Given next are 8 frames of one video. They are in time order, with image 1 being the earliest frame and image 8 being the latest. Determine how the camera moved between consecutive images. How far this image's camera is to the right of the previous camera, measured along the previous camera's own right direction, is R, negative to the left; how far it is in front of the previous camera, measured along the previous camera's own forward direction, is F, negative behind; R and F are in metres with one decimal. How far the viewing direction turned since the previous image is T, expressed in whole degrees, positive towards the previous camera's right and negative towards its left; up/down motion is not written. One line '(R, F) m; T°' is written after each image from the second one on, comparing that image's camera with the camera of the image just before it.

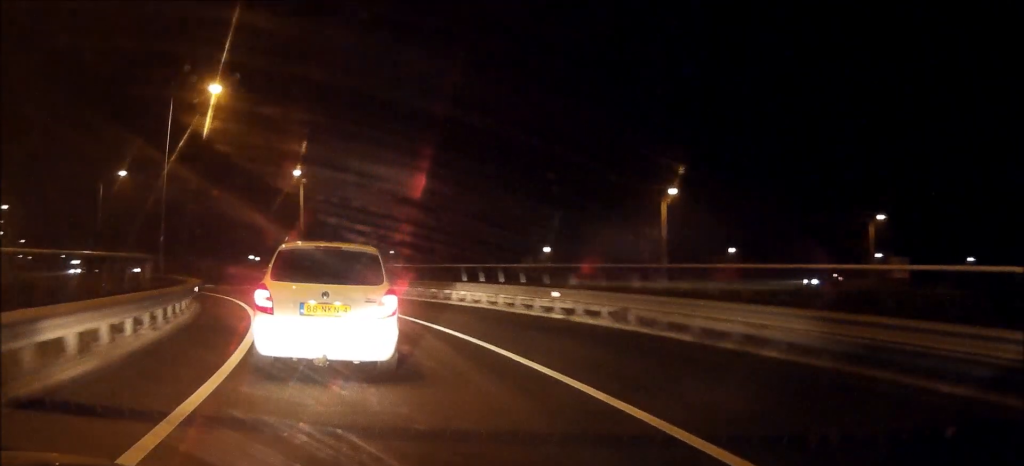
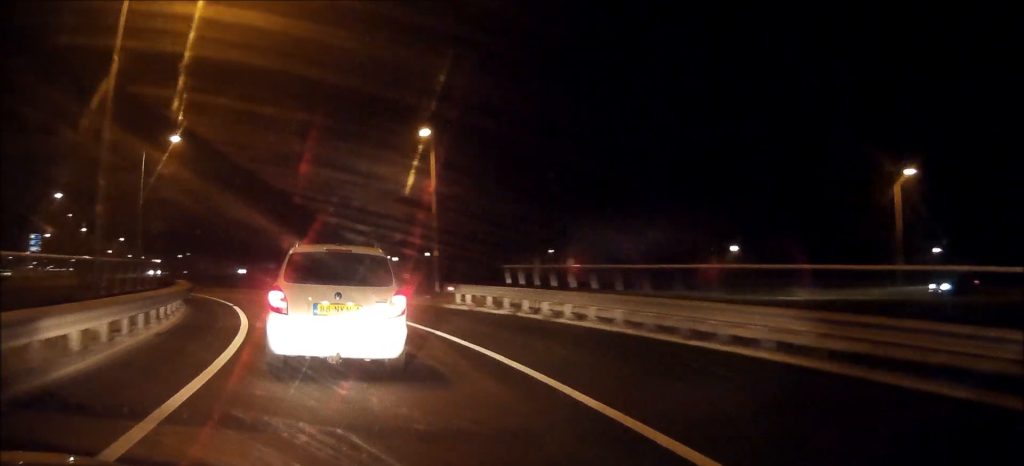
(-1.6, +16.7) m; -11°
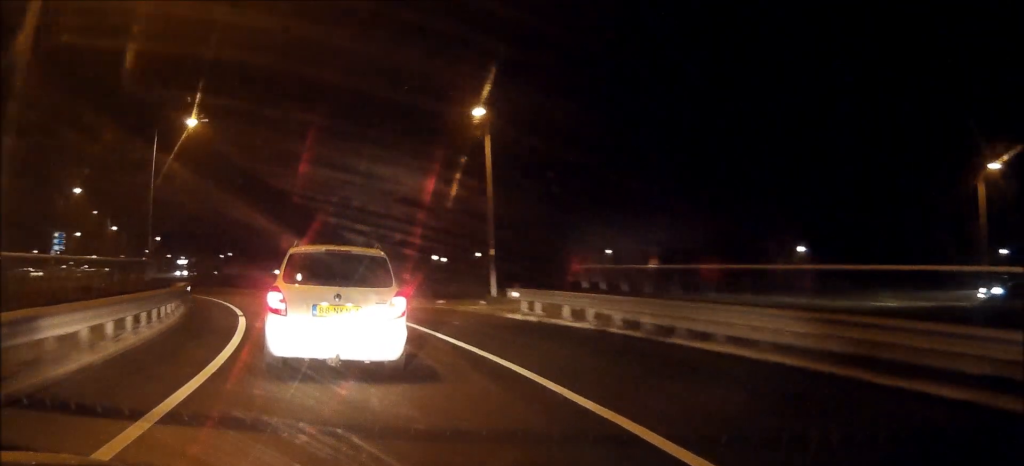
(0.0, +5.1) m; -4°
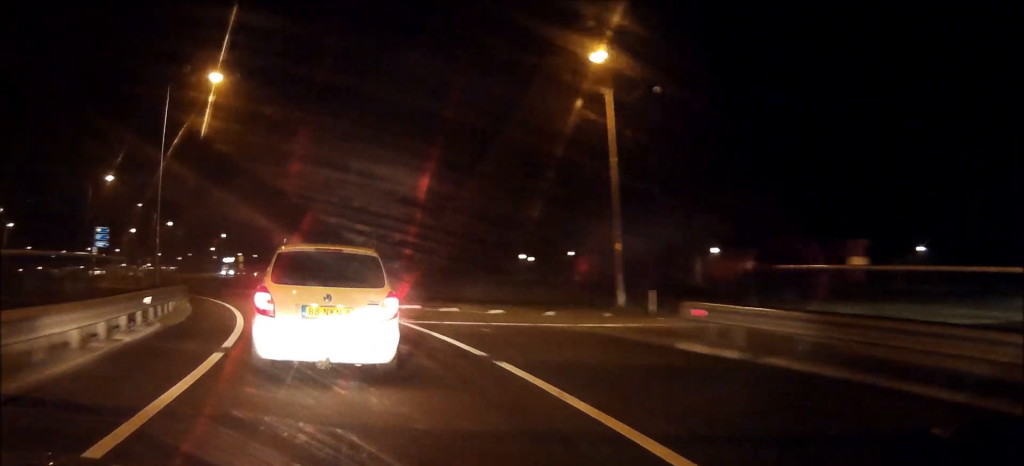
(-0.6, +8.5) m; -7°
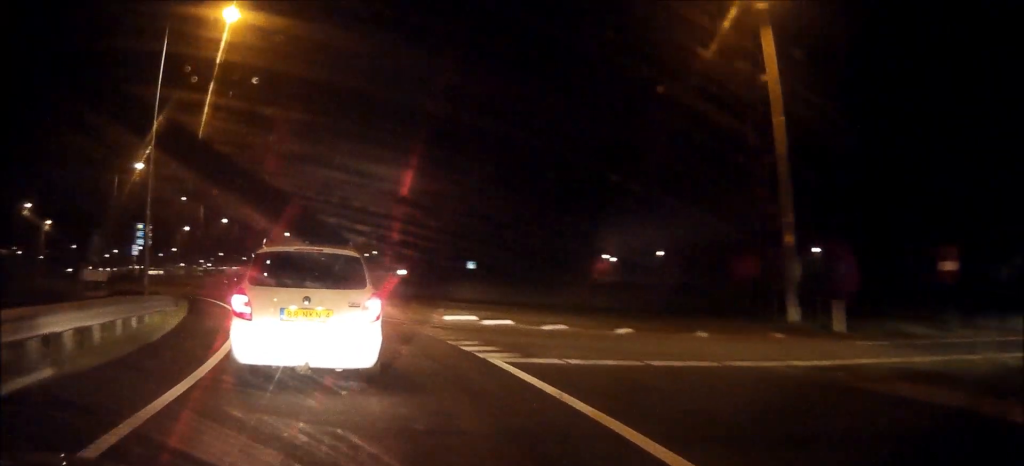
(-0.4, +7.1) m; -6°
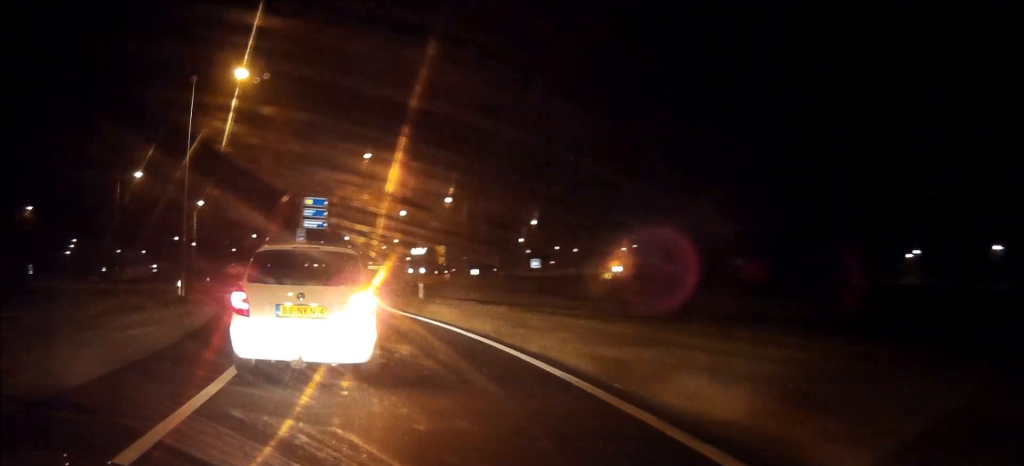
(-3.8, +22.8) m; -16°
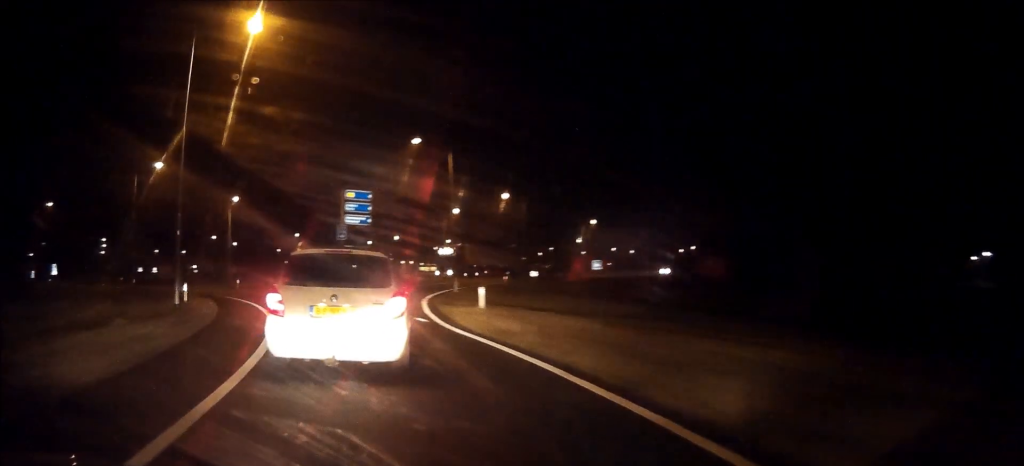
(-0.3, +5.7) m; -2°
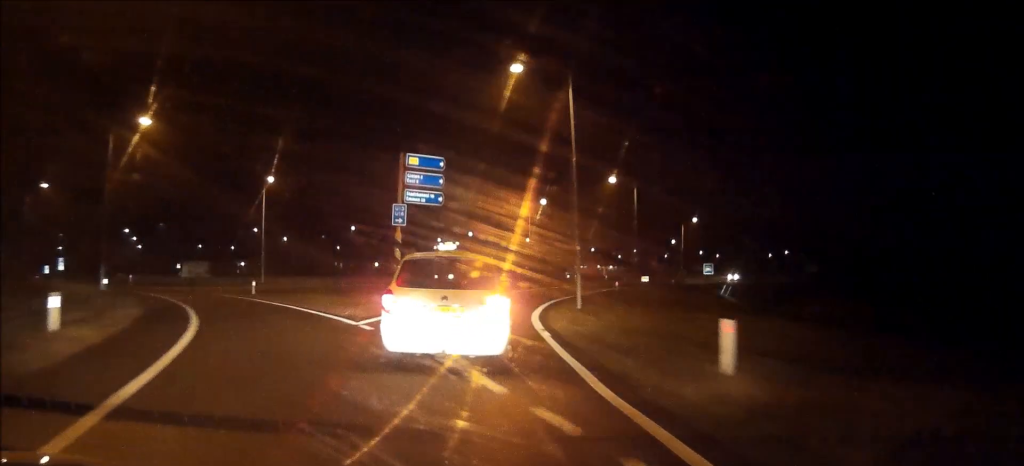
(-0.3, +14.9) m; +1°
